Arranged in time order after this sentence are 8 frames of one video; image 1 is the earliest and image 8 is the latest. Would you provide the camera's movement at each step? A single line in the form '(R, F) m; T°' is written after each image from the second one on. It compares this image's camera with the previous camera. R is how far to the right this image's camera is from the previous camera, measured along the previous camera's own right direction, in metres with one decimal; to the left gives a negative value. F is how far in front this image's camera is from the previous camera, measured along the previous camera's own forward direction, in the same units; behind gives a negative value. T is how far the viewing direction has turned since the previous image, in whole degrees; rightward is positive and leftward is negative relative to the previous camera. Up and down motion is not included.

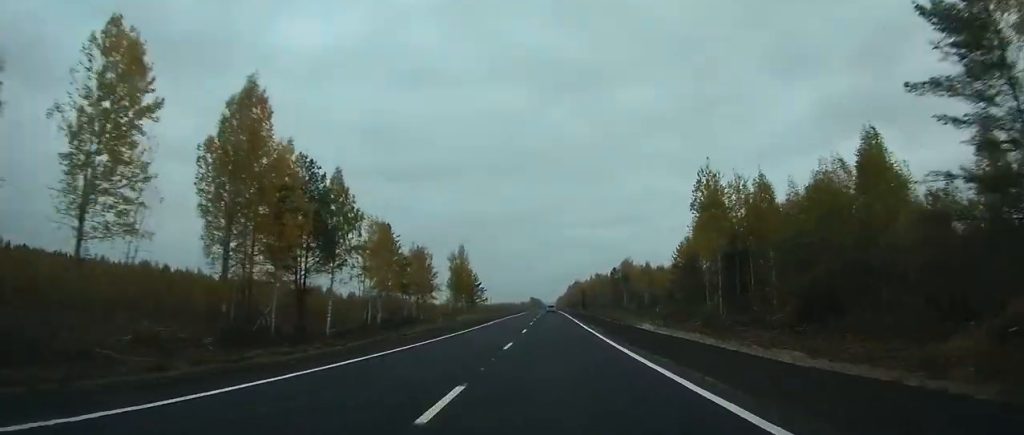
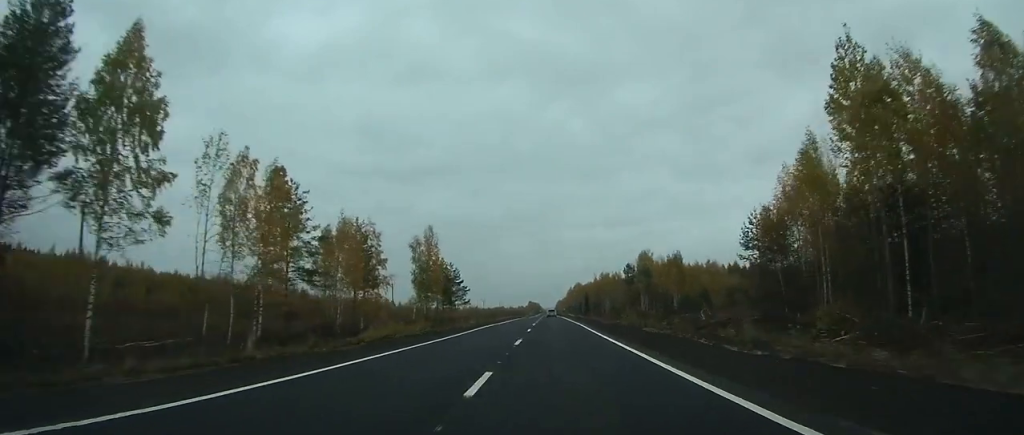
(-0.1, +35.1) m; 0°
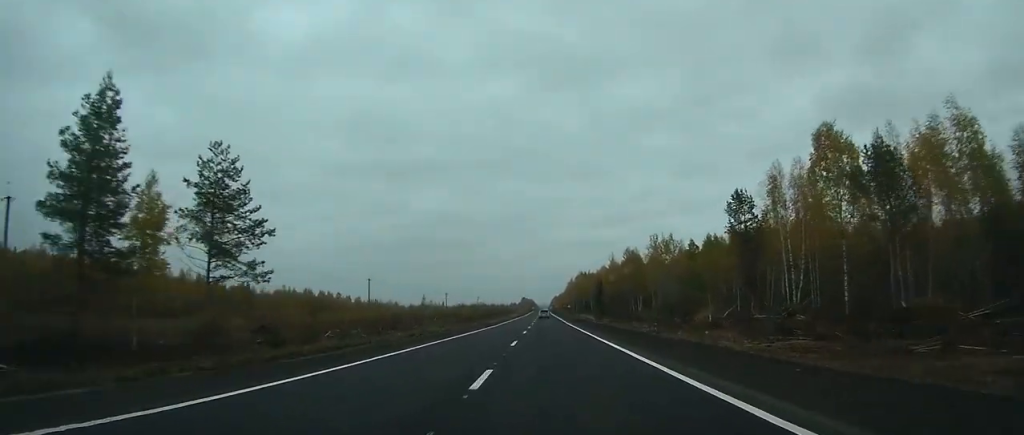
(+0.3, +95.7) m; 0°
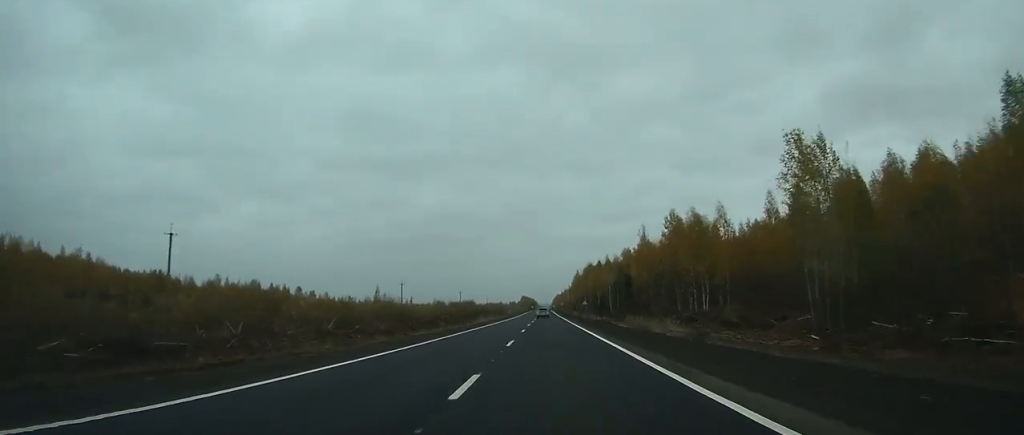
(+0.2, +58.9) m; 0°
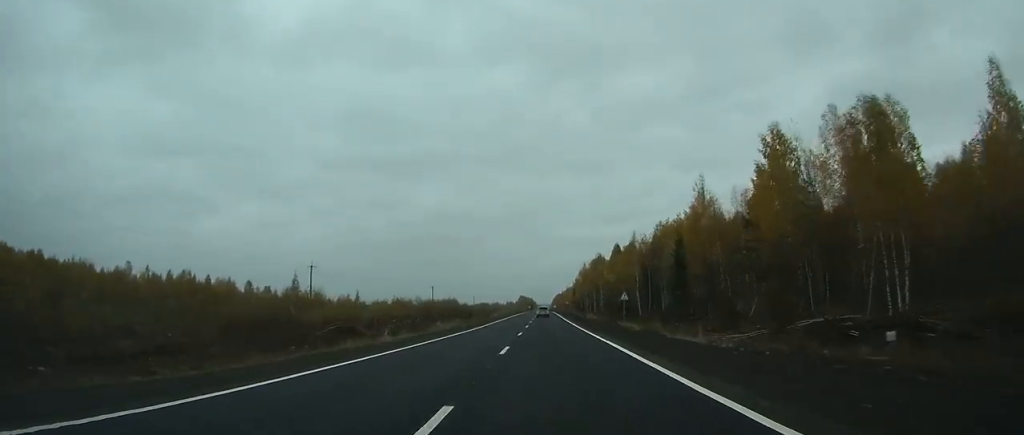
(-0.2, +49.8) m; 0°
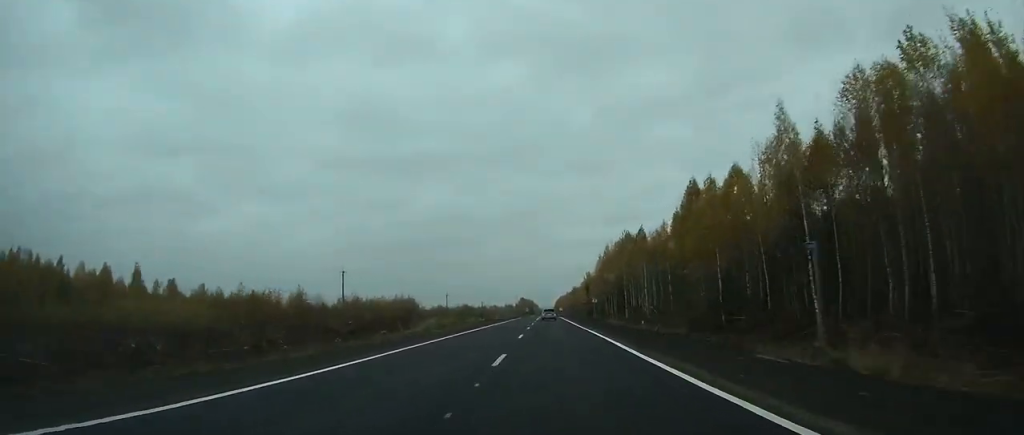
(-0.1, +77.9) m; 0°
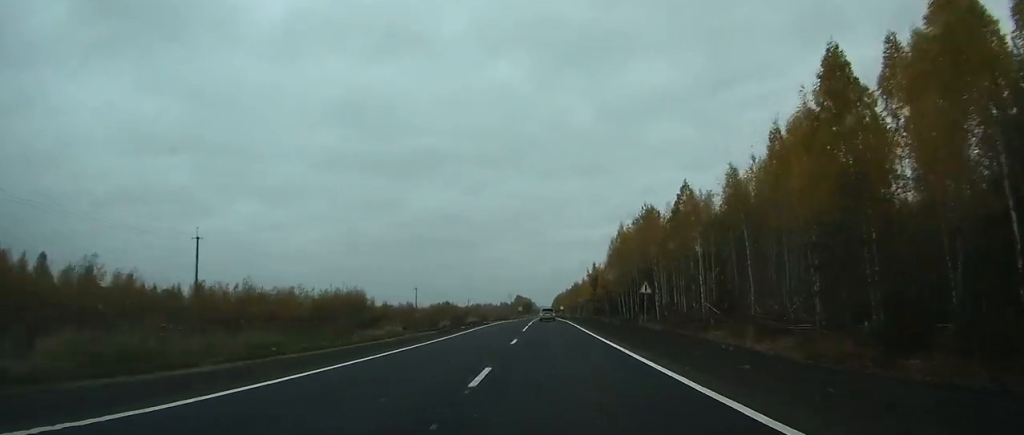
(-0.1, +40.6) m; 0°
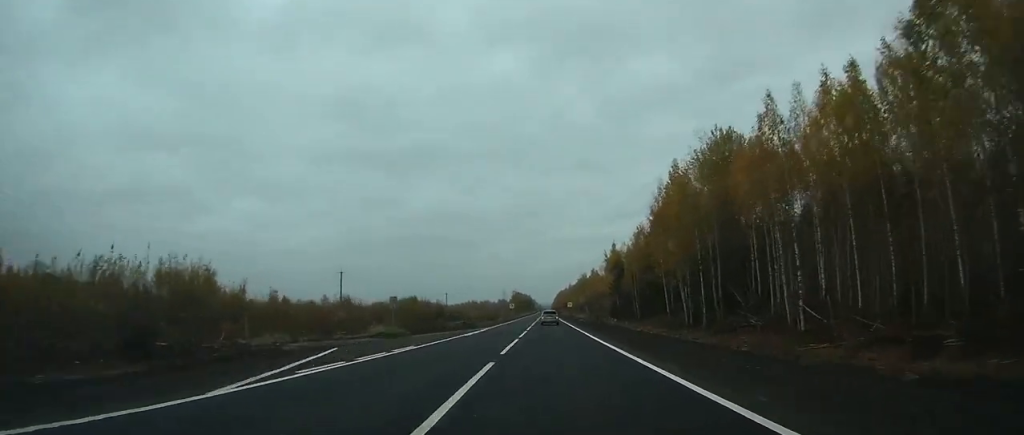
(0.0, +52.4) m; 0°
